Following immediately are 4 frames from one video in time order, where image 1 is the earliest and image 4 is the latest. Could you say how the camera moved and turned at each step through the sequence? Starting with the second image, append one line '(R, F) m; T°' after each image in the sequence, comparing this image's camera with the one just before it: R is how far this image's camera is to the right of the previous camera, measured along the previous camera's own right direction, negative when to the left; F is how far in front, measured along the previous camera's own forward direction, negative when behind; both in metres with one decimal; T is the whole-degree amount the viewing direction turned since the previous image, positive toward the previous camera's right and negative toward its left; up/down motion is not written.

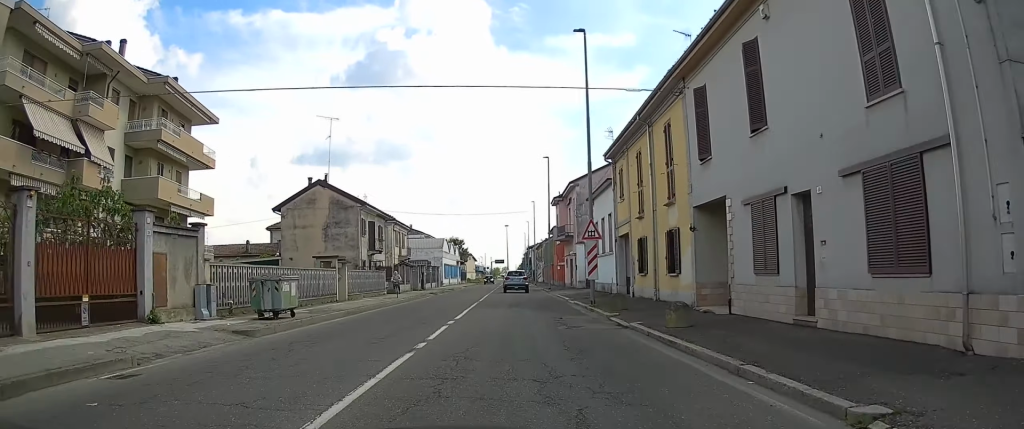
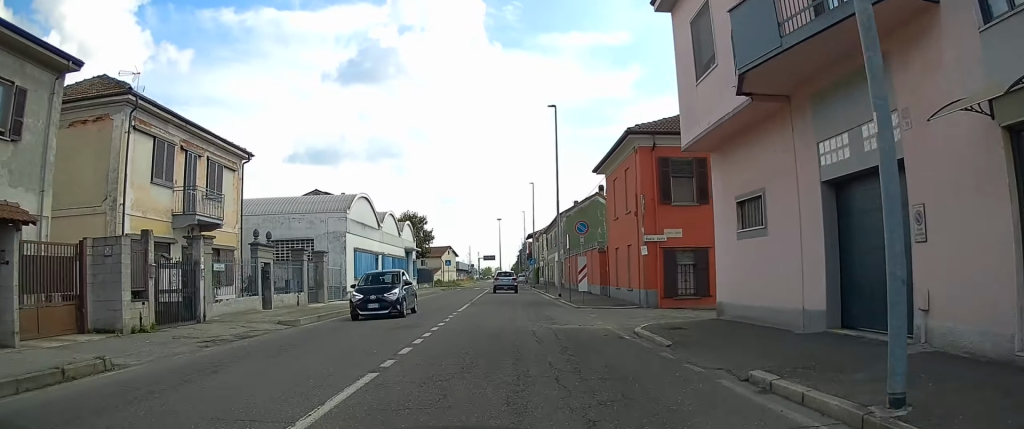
(+0.1, +46.1) m; 0°
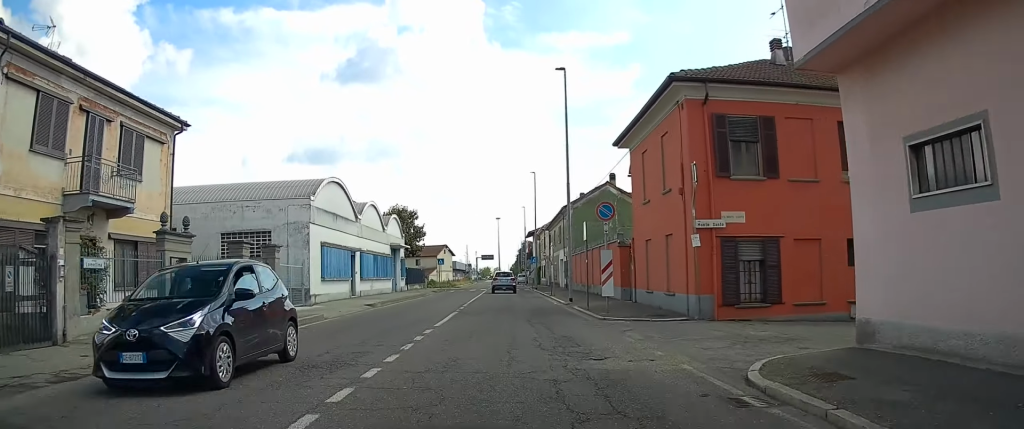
(0.0, +6.6) m; 0°
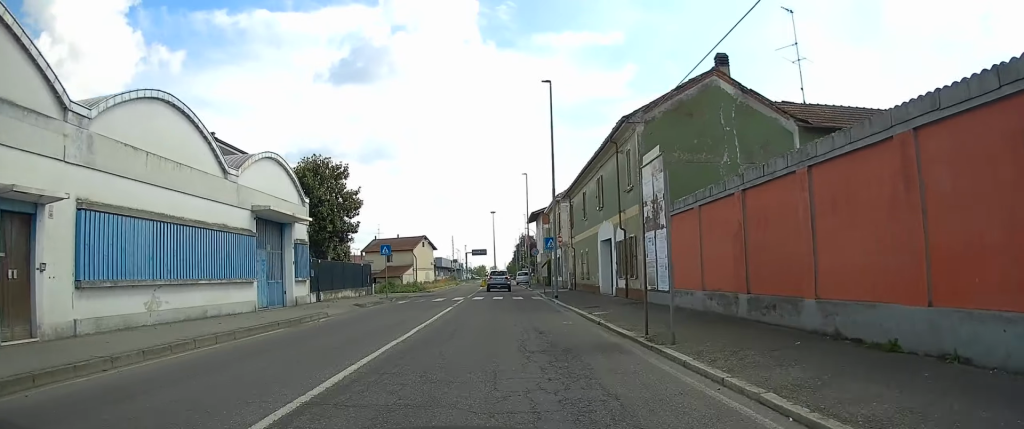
(+0.3, +27.4) m; 0°
